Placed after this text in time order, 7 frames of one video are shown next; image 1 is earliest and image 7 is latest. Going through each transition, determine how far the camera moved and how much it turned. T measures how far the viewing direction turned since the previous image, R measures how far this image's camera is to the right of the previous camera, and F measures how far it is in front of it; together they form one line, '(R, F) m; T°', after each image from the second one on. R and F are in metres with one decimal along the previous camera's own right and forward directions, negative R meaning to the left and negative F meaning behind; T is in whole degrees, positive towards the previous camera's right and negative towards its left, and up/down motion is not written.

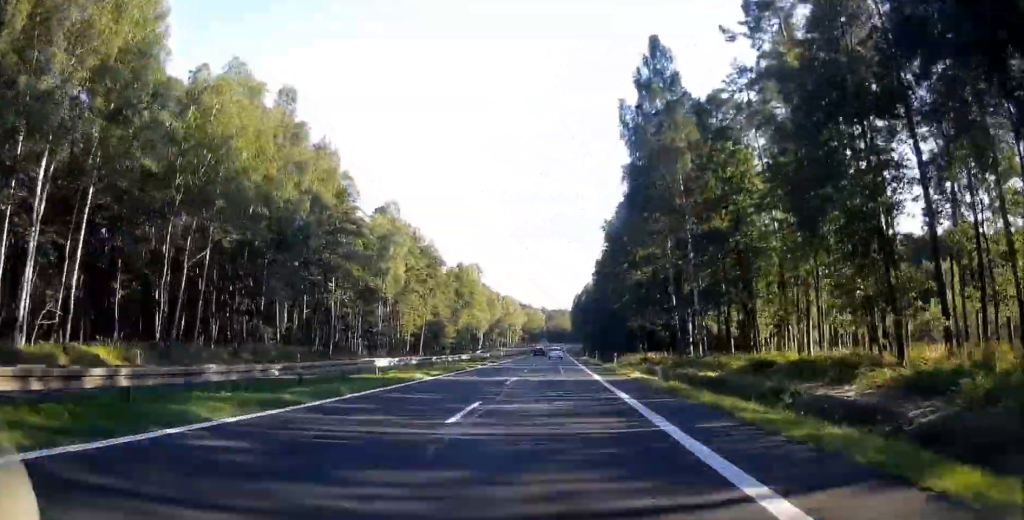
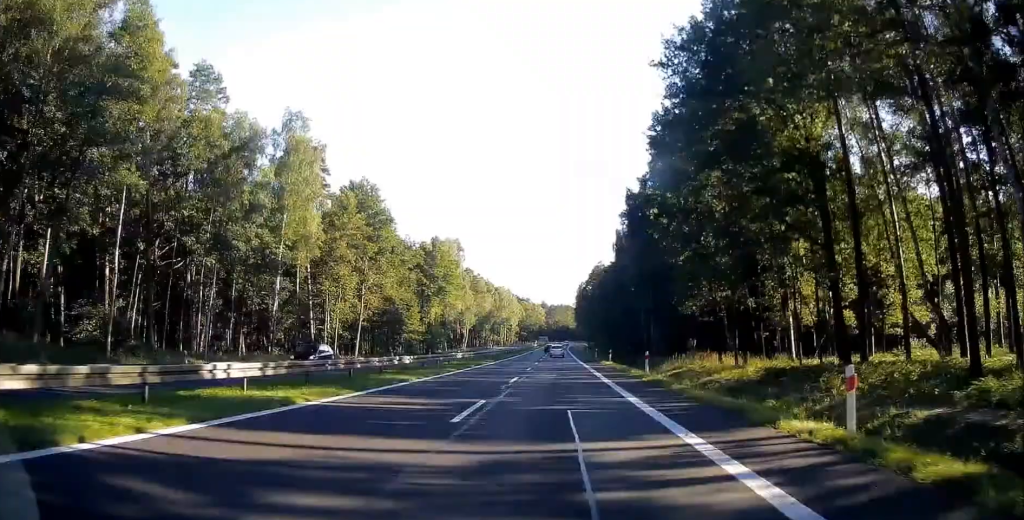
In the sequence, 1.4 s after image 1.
(+0.2, +31.8) m; 0°
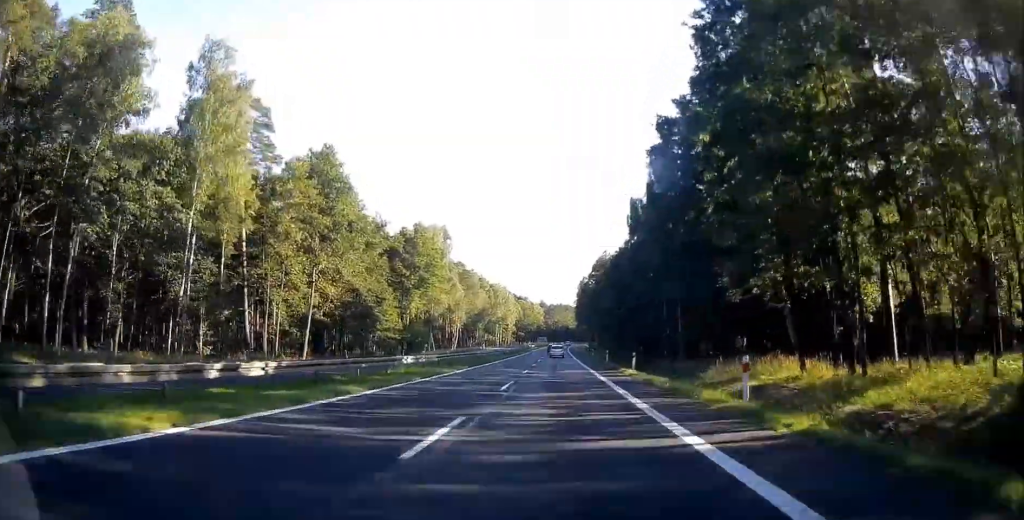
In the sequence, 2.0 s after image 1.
(0.0, +13.4) m; 0°
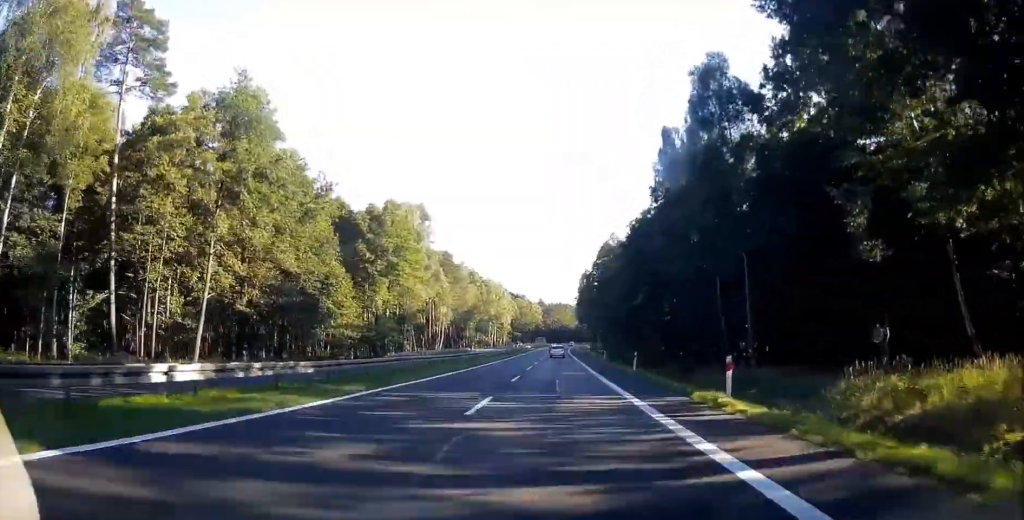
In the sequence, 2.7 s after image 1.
(0.0, +17.8) m; 0°
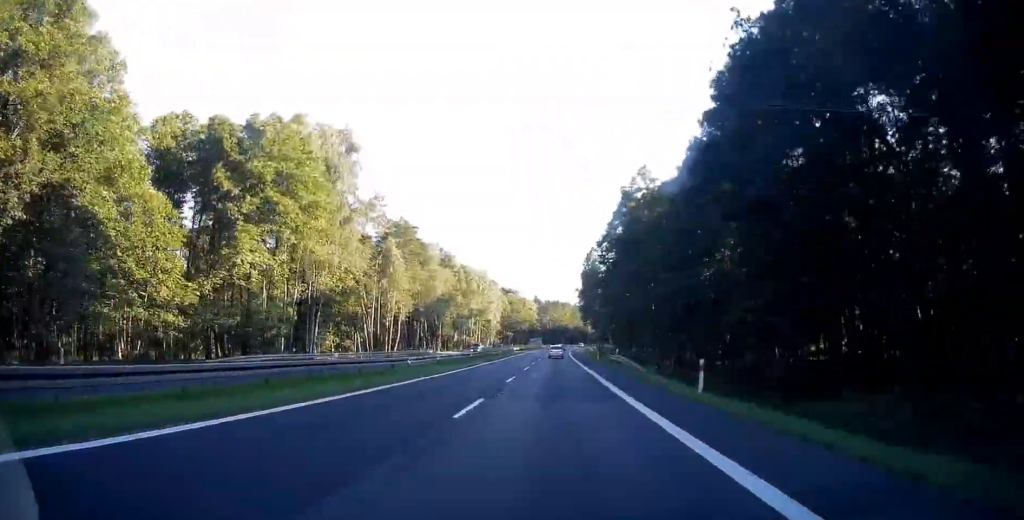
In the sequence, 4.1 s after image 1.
(0.0, +39.8) m; 0°
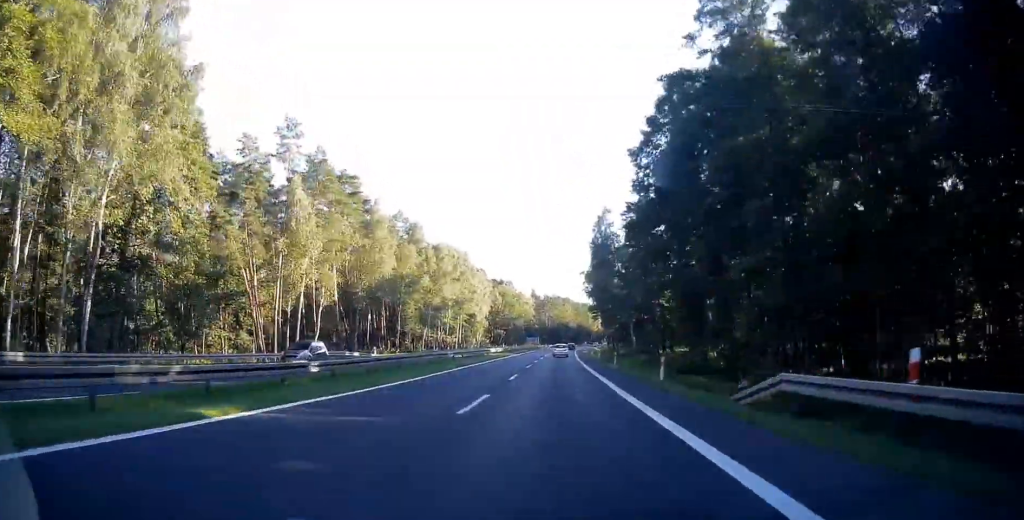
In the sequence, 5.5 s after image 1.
(+0.2, +39.7) m; +1°
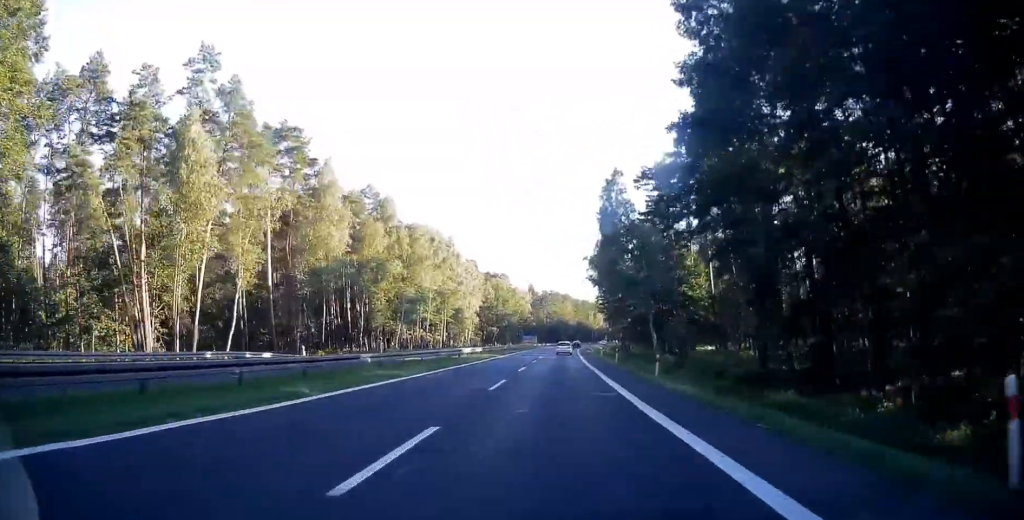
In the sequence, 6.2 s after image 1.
(+0.1, +20.2) m; 0°
